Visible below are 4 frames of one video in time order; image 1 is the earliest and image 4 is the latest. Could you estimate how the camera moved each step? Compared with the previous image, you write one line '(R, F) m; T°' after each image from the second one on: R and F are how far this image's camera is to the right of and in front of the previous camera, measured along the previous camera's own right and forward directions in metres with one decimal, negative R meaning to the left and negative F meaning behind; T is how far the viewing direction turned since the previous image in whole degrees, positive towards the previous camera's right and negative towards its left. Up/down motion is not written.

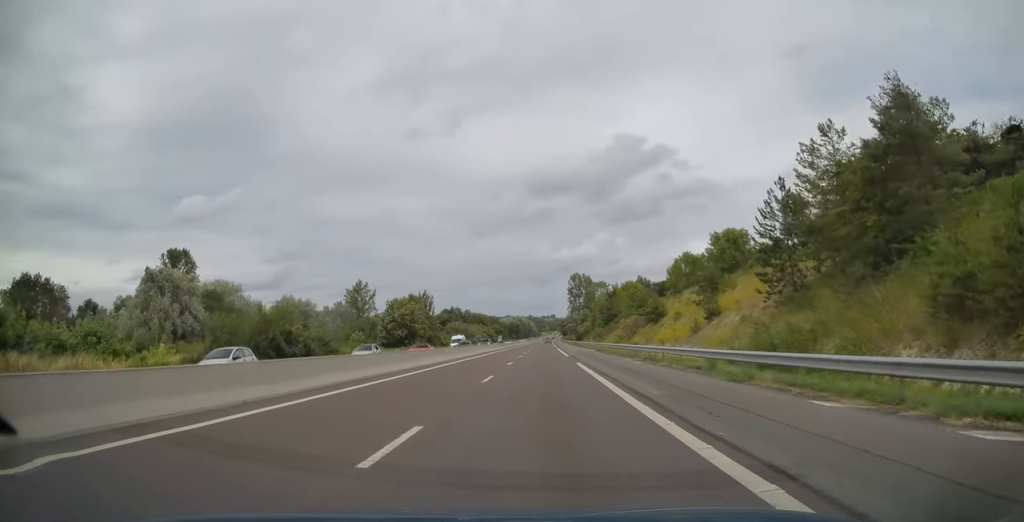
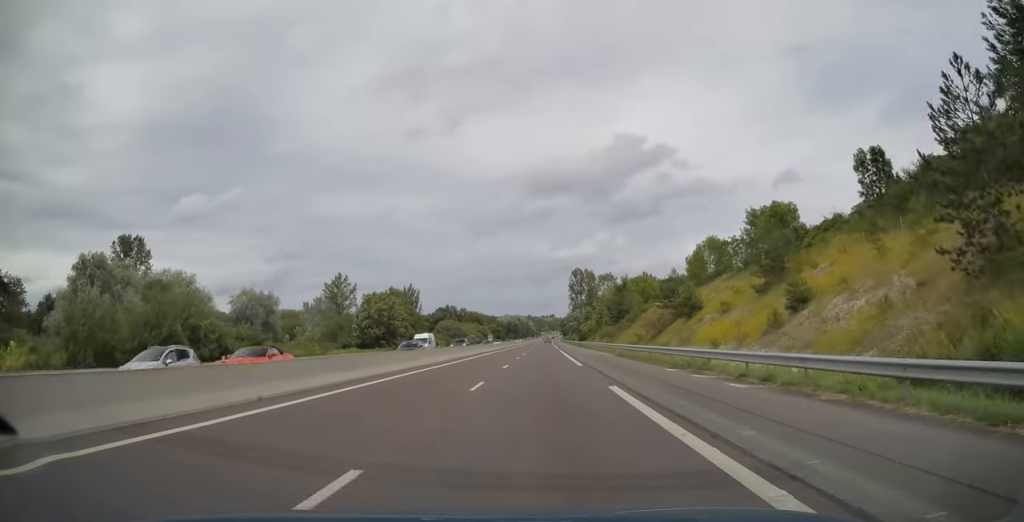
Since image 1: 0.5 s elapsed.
(0.0, +16.1) m; 0°
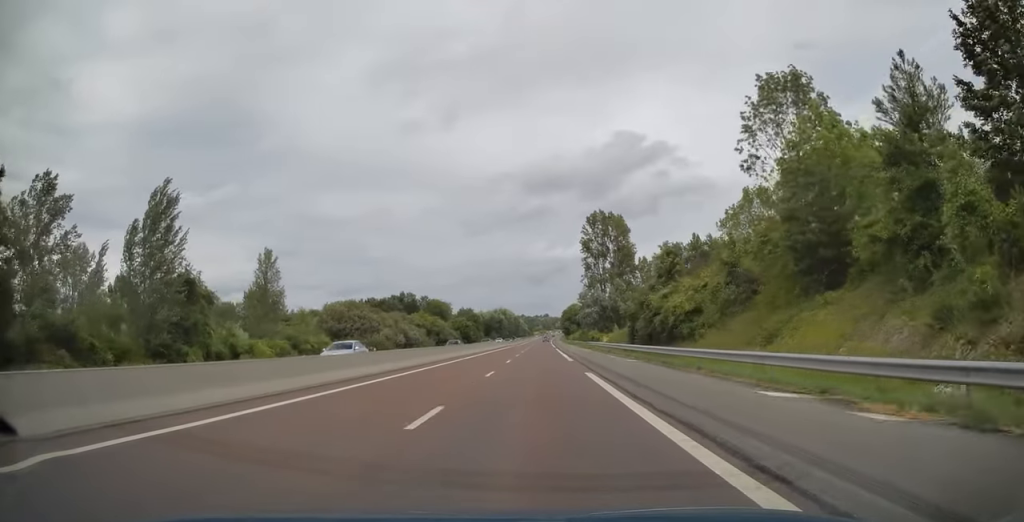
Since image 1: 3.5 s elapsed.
(-0.1, +97.9) m; 0°
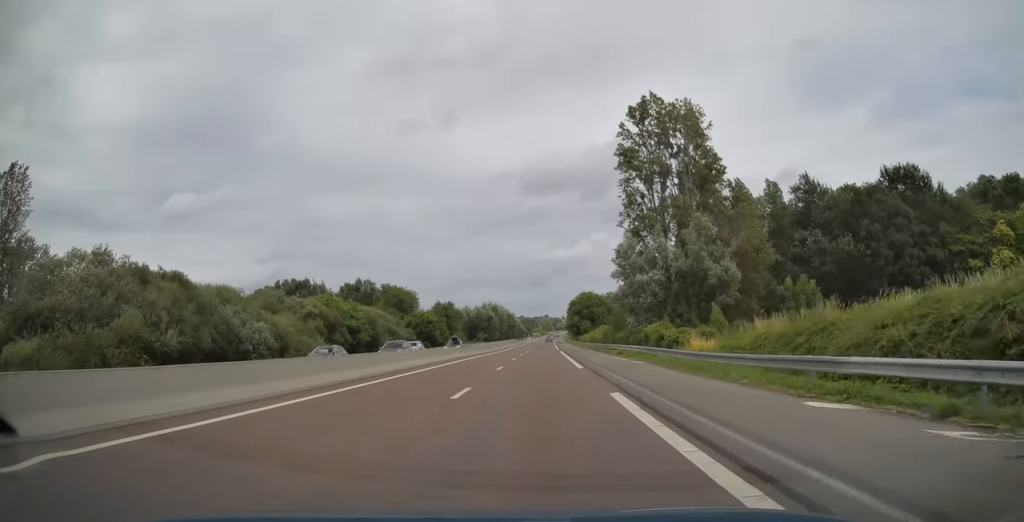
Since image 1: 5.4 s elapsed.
(+0.6, +60.2) m; +1°
